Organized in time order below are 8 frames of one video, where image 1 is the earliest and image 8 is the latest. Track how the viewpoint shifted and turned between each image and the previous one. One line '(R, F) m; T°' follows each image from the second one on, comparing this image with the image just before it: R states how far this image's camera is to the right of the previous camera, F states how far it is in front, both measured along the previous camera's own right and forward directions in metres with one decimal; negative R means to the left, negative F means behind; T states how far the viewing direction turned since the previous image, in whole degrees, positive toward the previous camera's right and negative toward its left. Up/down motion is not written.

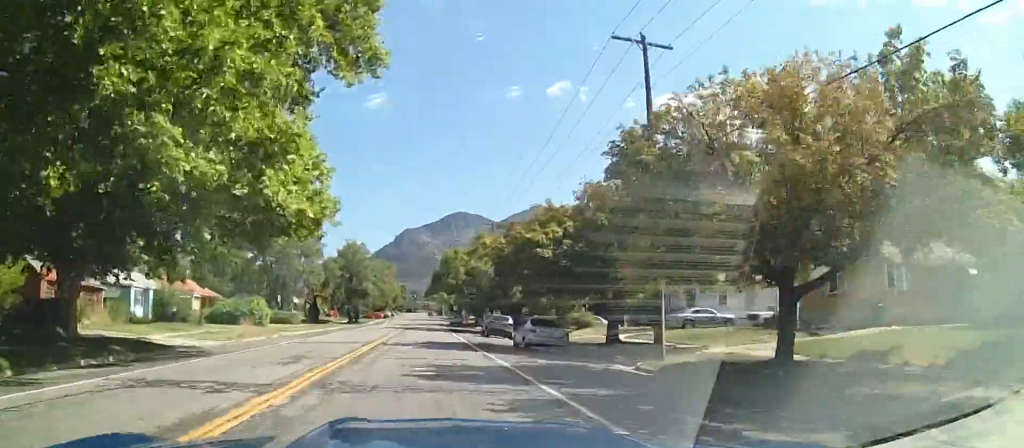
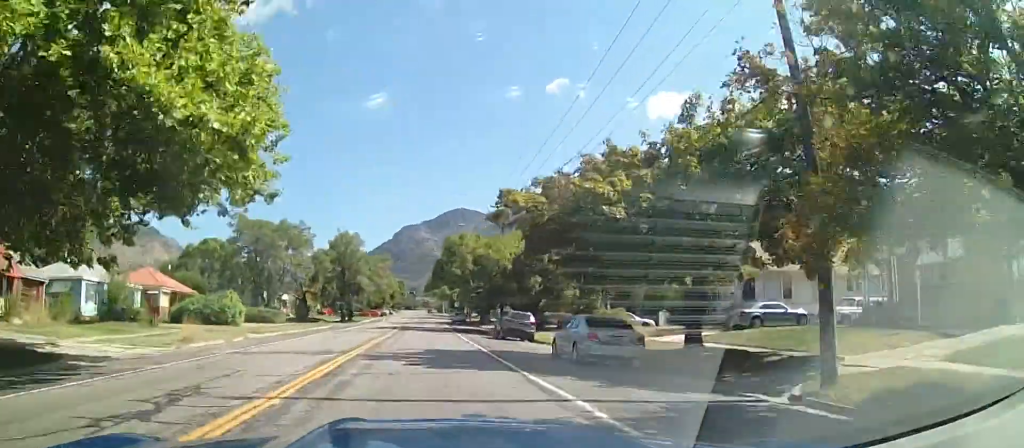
(-0.2, +6.7) m; -2°
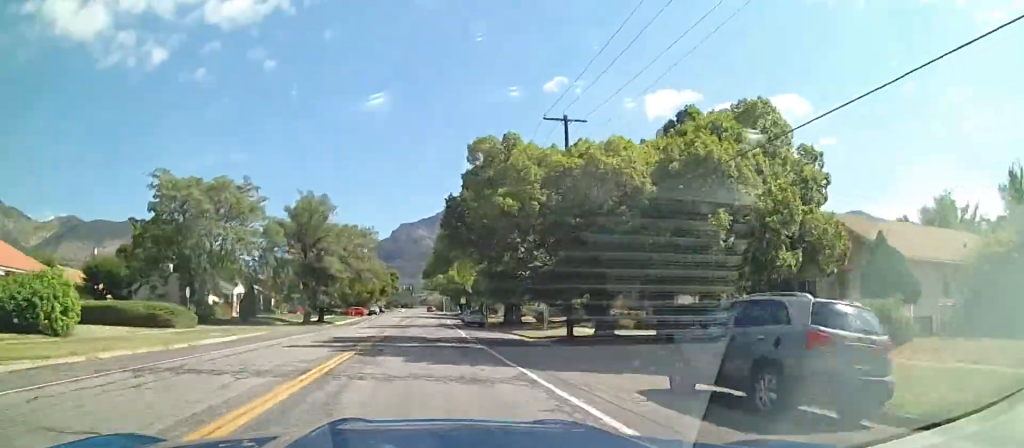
(-0.9, +18.7) m; -4°
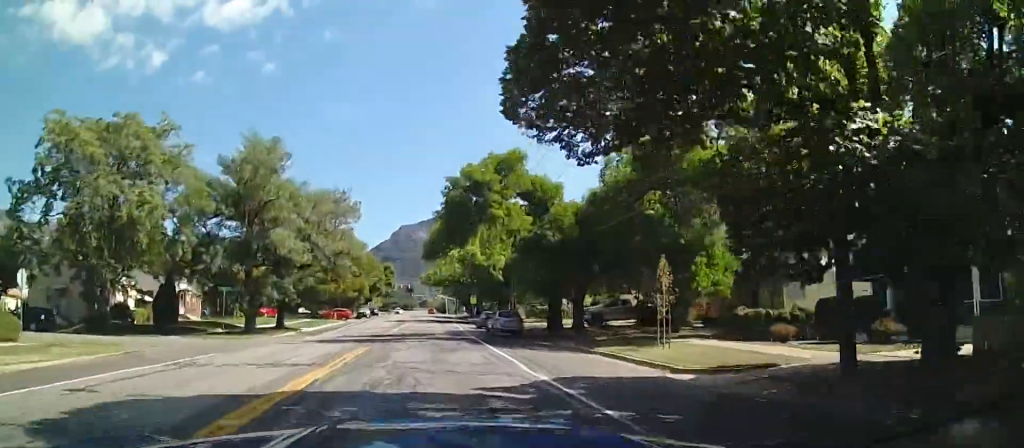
(-0.1, +13.2) m; 0°
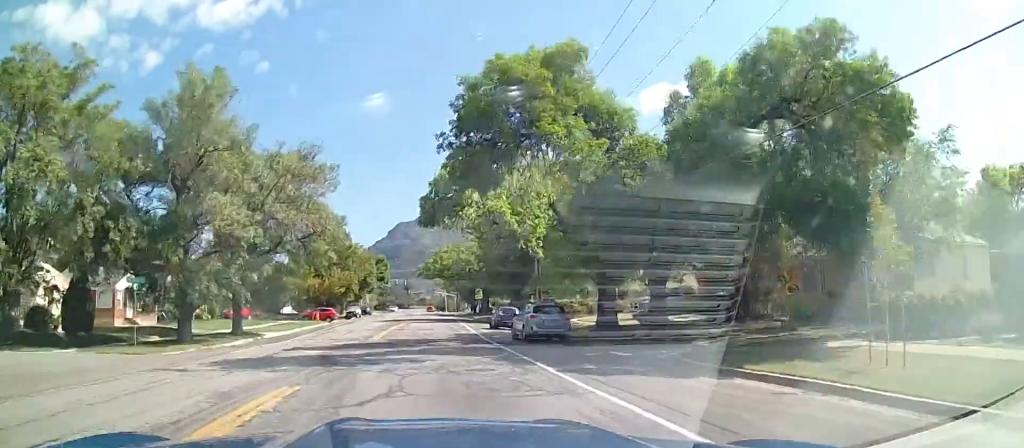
(0.0, +8.4) m; 0°
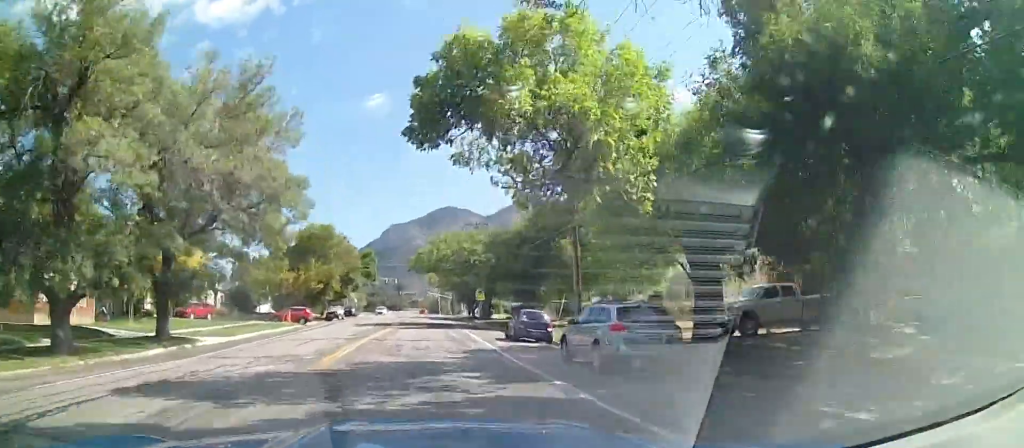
(0.0, +8.5) m; 0°
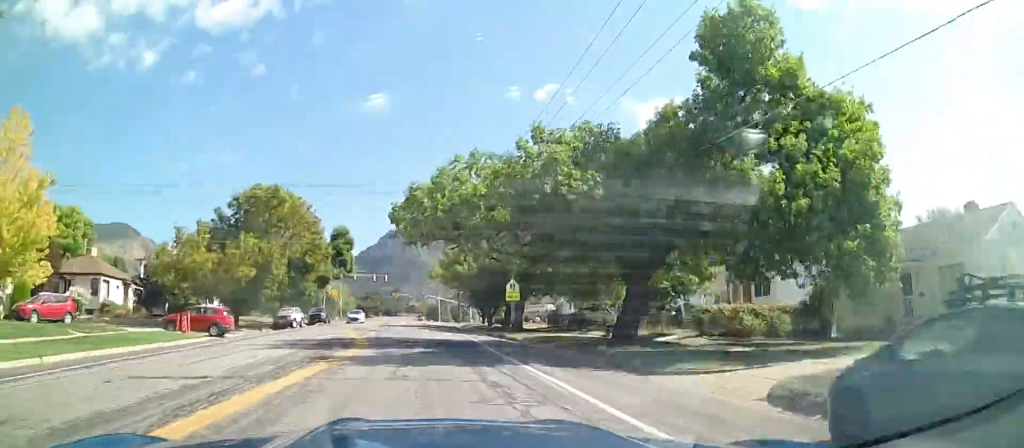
(0.0, +21.1) m; 0°
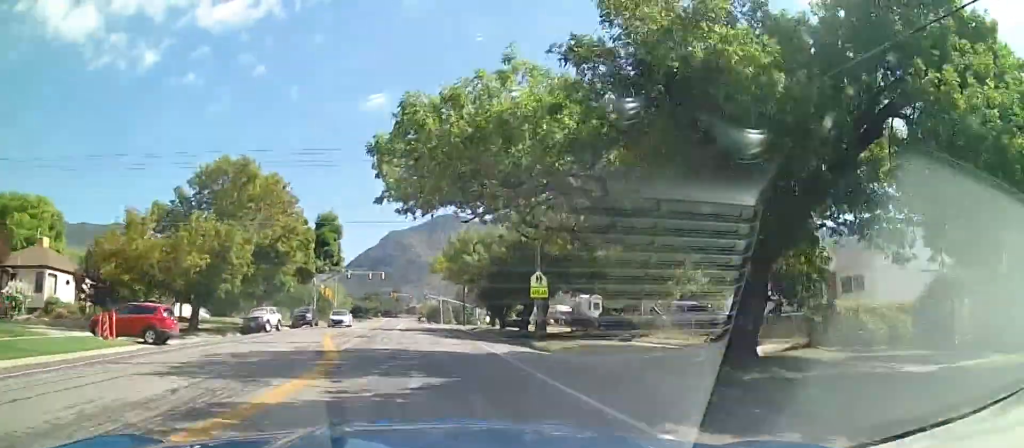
(0.0, +8.2) m; 0°
